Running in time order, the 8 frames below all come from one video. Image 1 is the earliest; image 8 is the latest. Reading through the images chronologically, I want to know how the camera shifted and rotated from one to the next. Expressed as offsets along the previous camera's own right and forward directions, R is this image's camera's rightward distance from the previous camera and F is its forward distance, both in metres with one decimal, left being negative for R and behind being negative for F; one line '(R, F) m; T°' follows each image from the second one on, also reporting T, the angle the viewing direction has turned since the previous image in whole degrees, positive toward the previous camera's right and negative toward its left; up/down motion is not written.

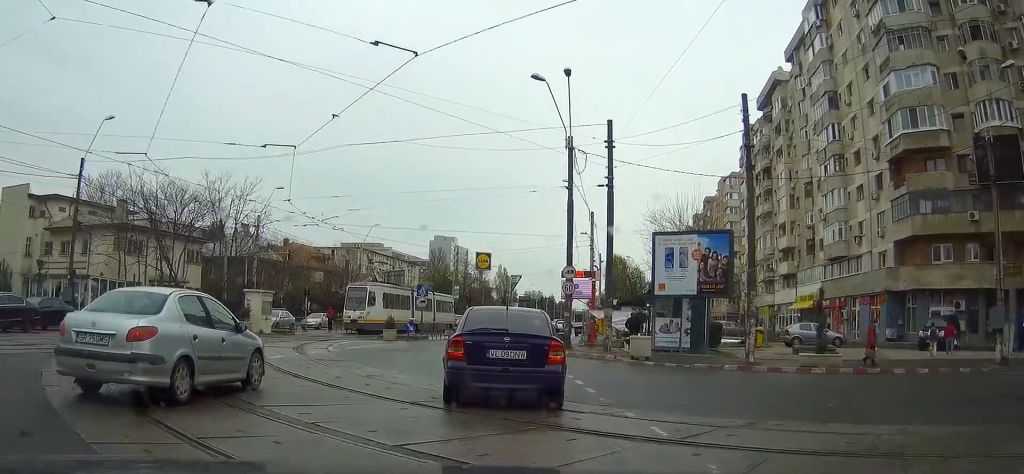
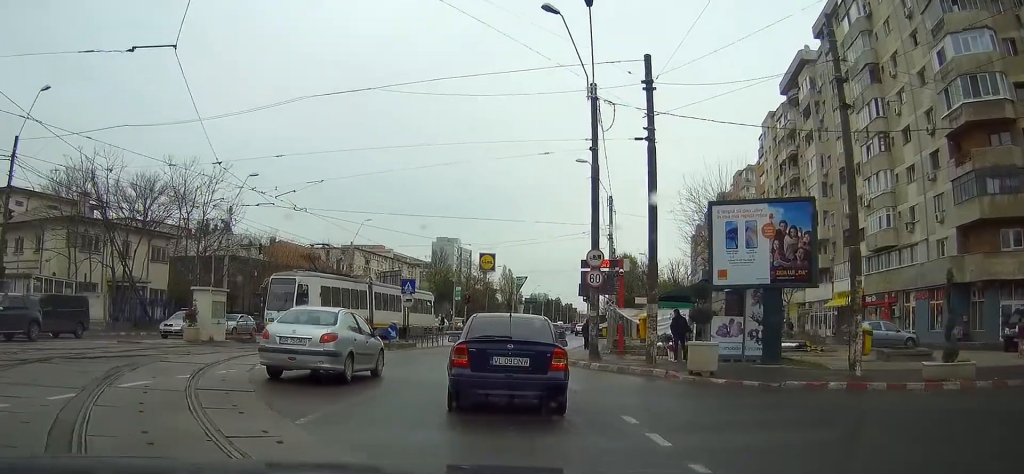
(+0.2, +7.5) m; +3°
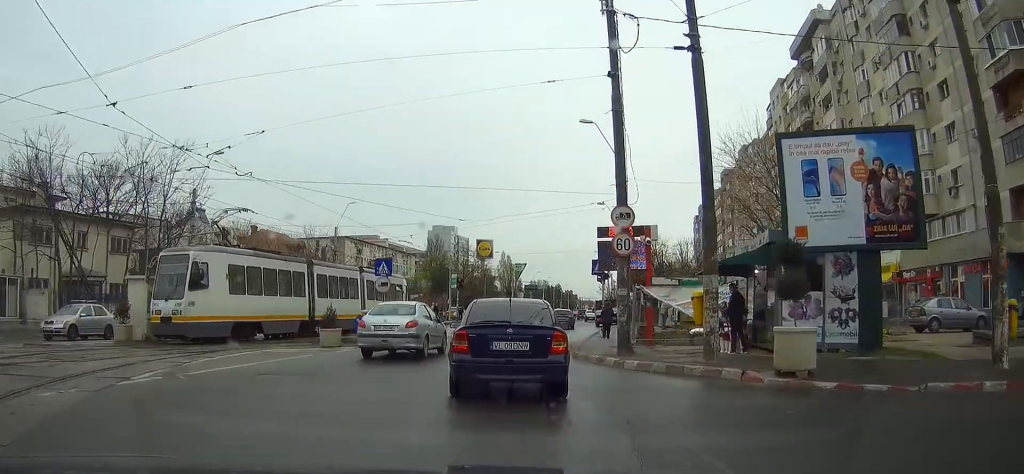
(+0.1, +6.1) m; -2°
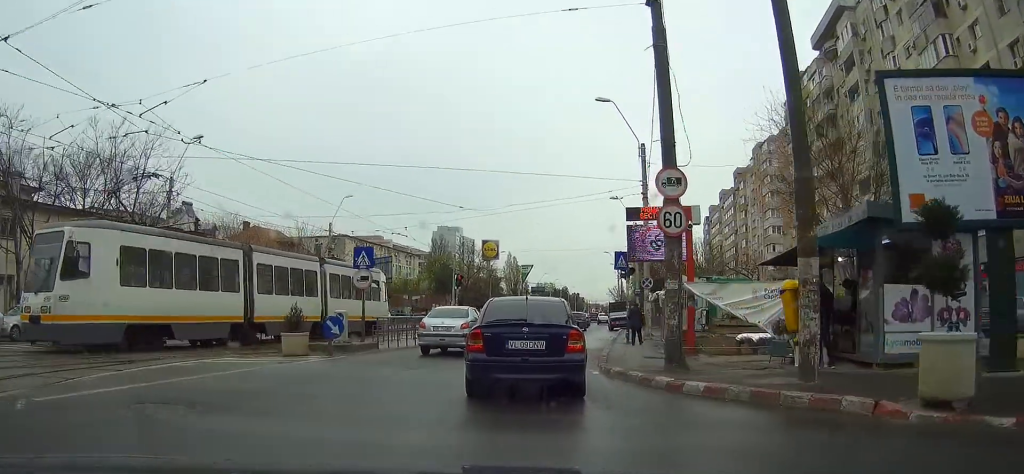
(-0.1, +4.7) m; -3°
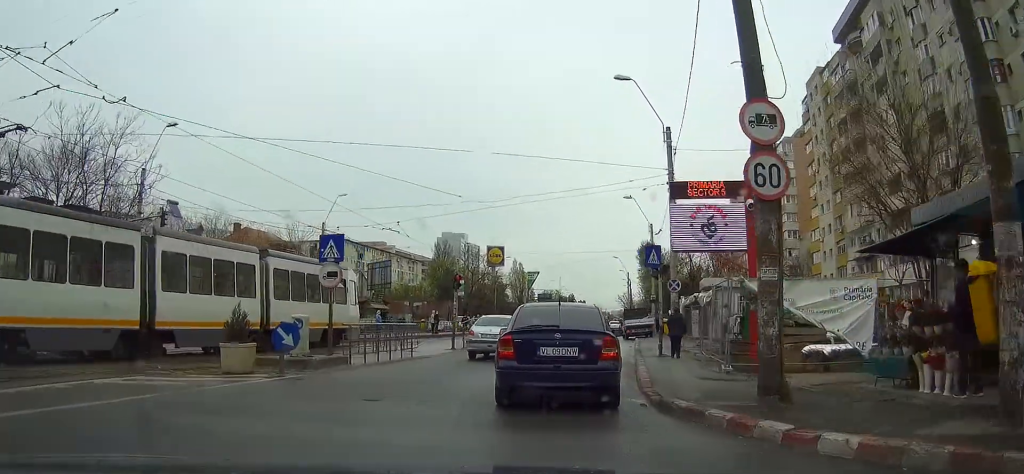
(-0.2, +4.7) m; -3°
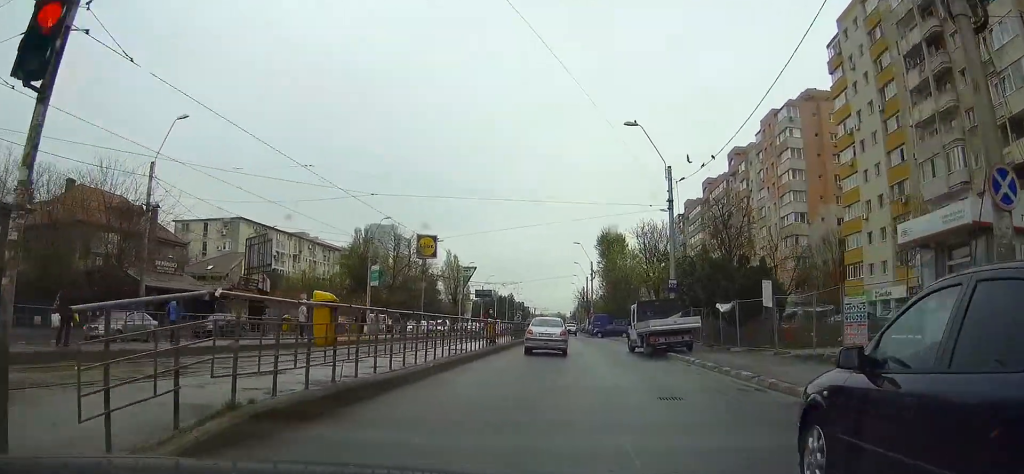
(-0.4, +23.9) m; +3°
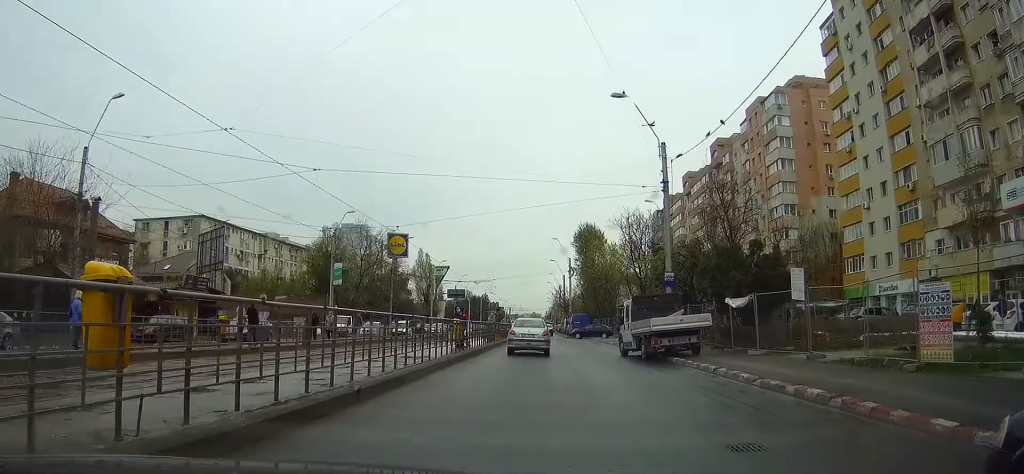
(+0.2, +5.1) m; +2°
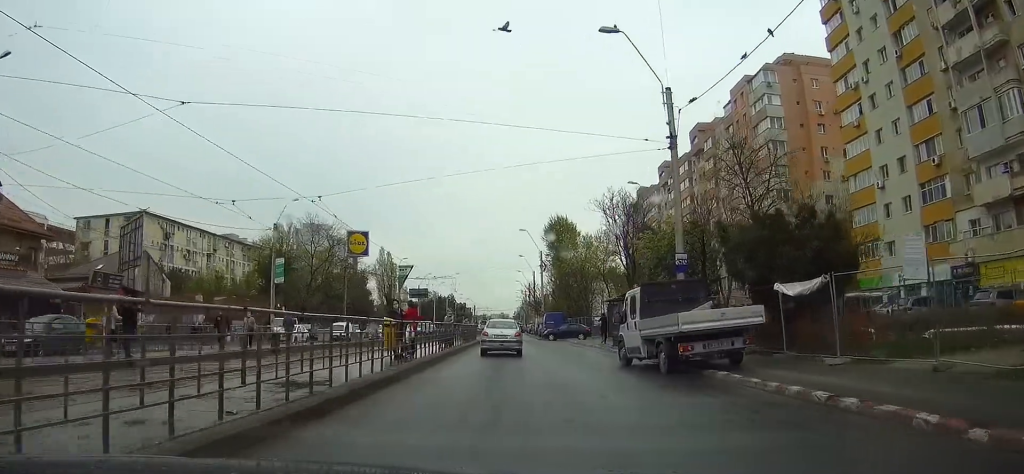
(+0.2, +8.3) m; +2°
